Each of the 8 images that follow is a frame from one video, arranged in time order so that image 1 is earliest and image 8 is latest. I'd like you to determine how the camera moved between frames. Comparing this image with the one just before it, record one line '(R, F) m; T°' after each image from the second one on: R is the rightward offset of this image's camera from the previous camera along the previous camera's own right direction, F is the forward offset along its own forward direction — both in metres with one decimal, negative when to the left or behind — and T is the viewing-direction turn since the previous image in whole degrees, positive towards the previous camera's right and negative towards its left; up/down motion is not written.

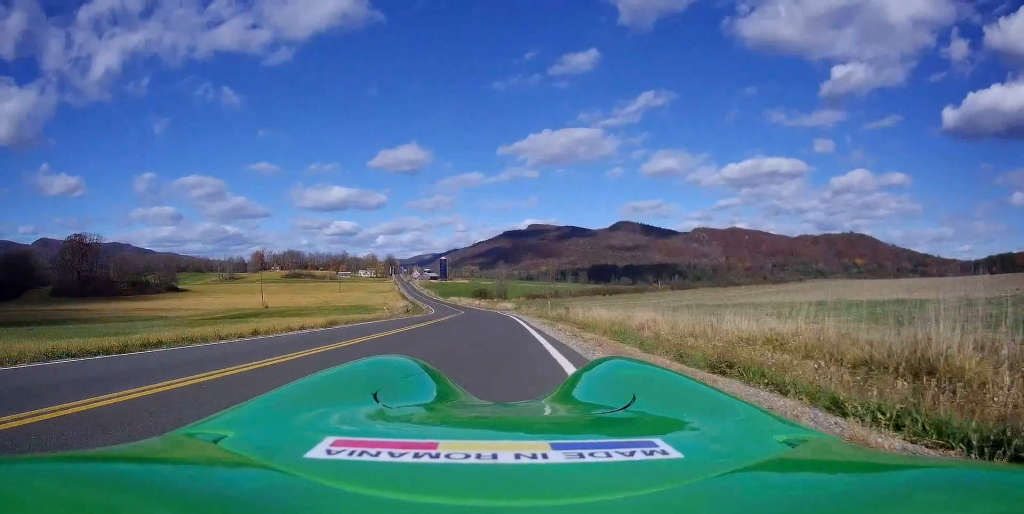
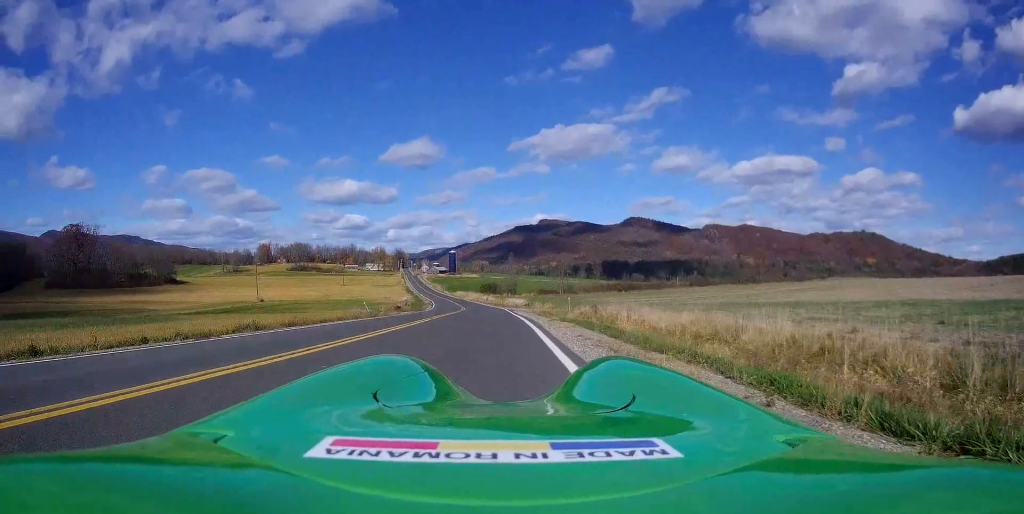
(0.0, +10.1) m; 0°
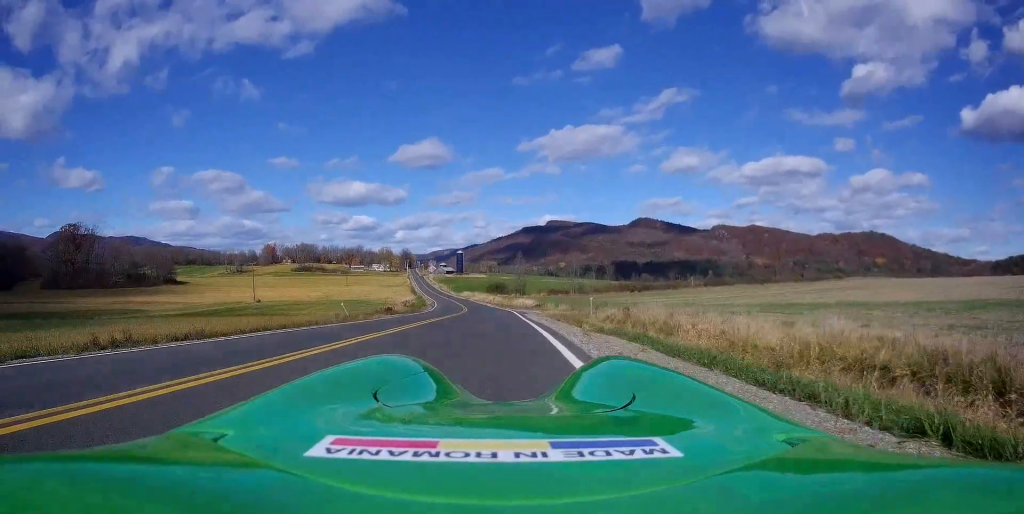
(0.0, +7.4) m; 0°
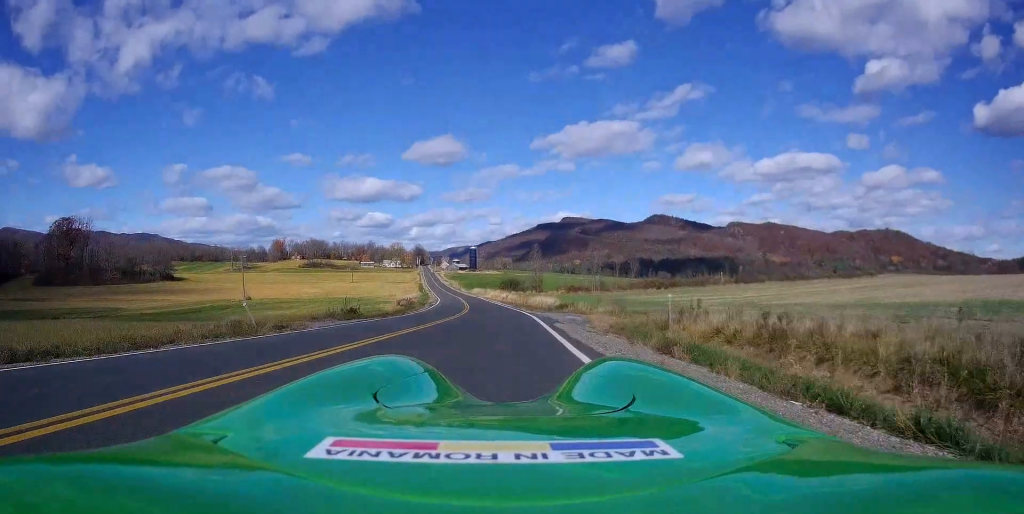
(-0.1, +14.4) m; -1°
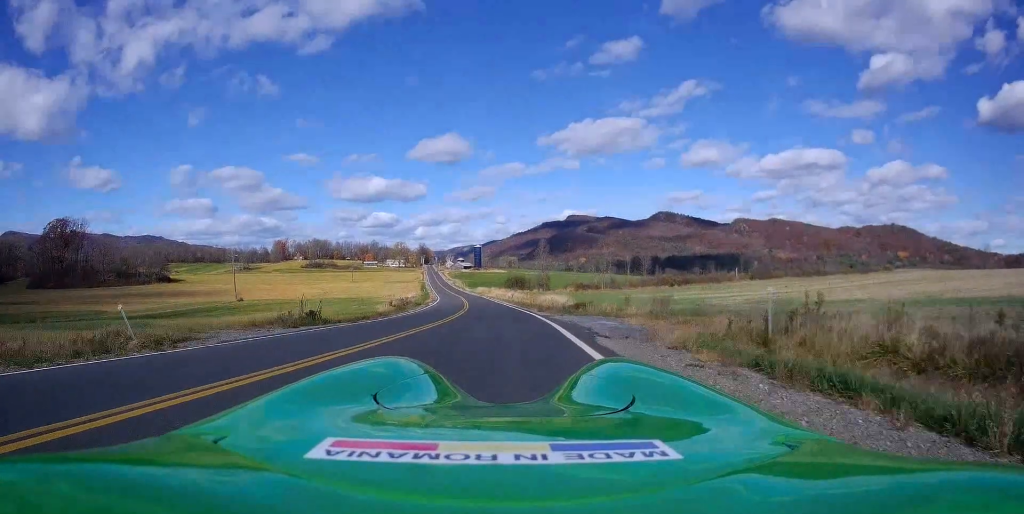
(0.0, +7.5) m; +1°
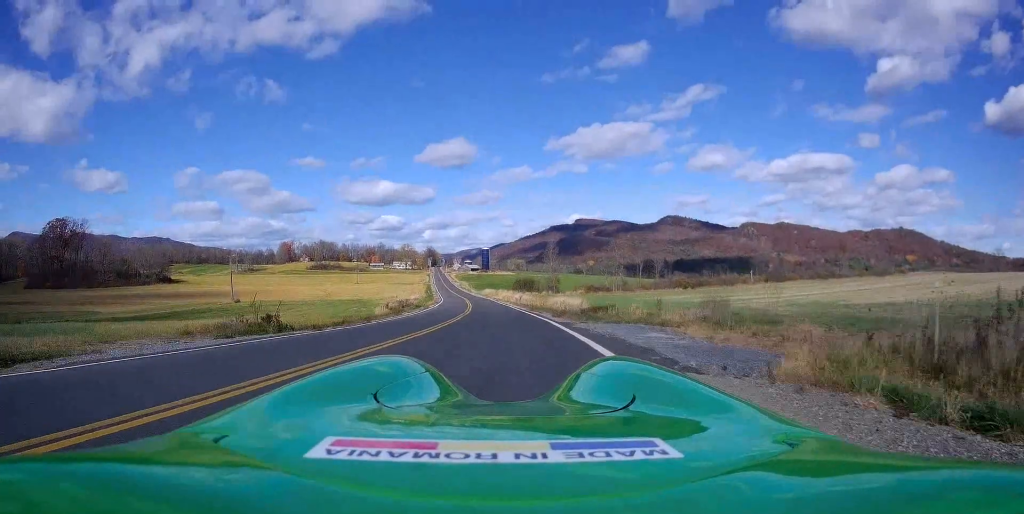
(0.0, +5.2) m; 0°
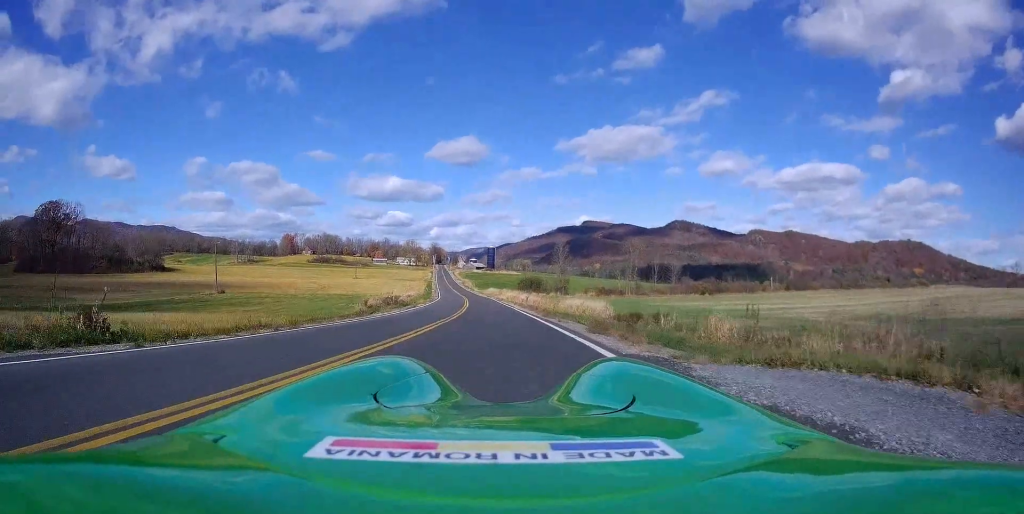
(+0.4, +9.6) m; -3°
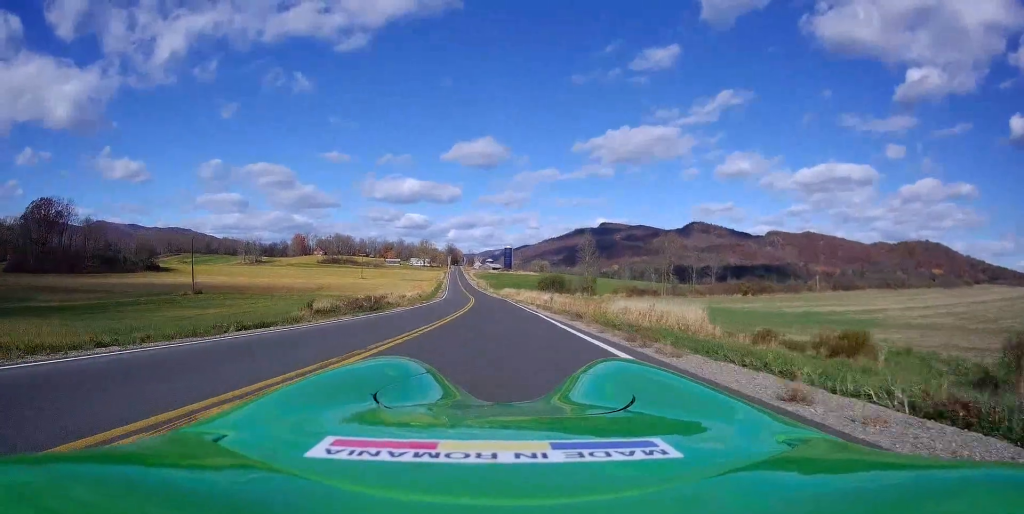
(-1.2, +15.9) m; -2°
